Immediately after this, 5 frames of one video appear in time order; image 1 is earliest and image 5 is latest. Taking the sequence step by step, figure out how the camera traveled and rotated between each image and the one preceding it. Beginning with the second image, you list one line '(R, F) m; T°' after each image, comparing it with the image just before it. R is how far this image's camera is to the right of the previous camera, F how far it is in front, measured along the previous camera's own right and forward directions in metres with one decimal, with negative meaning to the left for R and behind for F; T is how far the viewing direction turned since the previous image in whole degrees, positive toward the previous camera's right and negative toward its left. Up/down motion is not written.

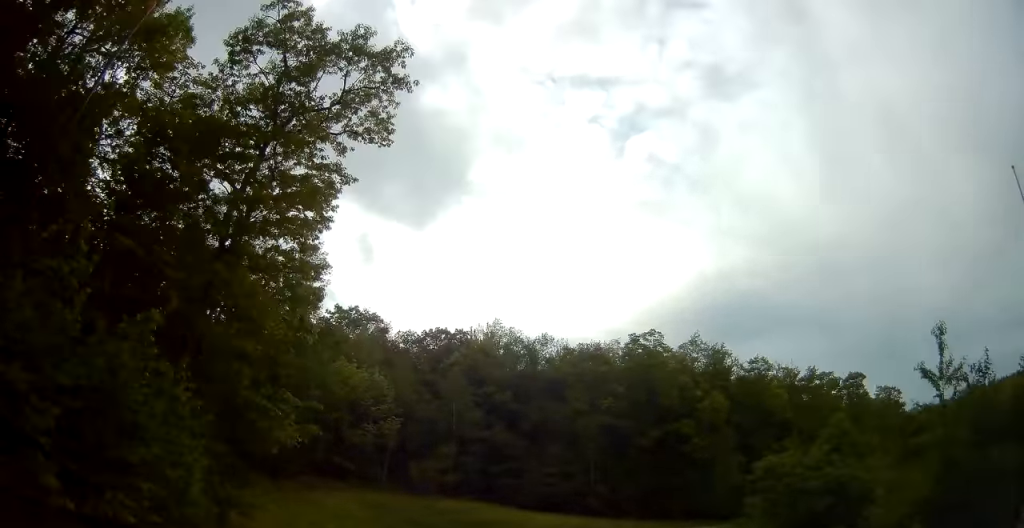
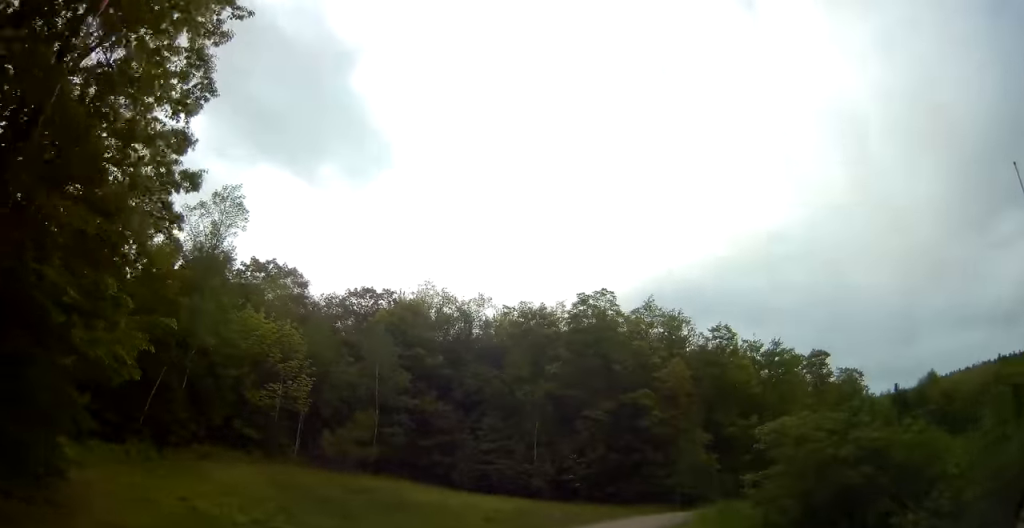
(+0.4, +8.4) m; +8°
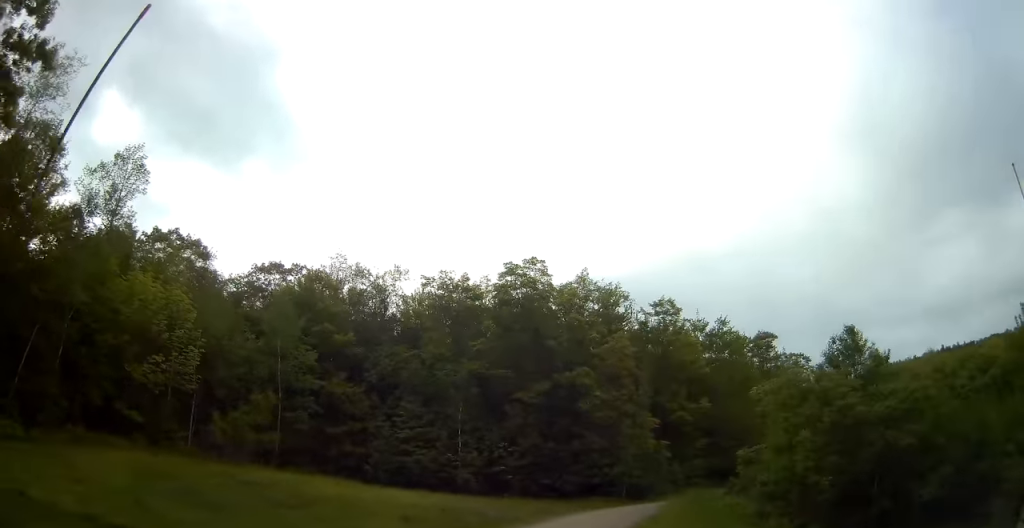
(+0.5, +6.9) m; +7°
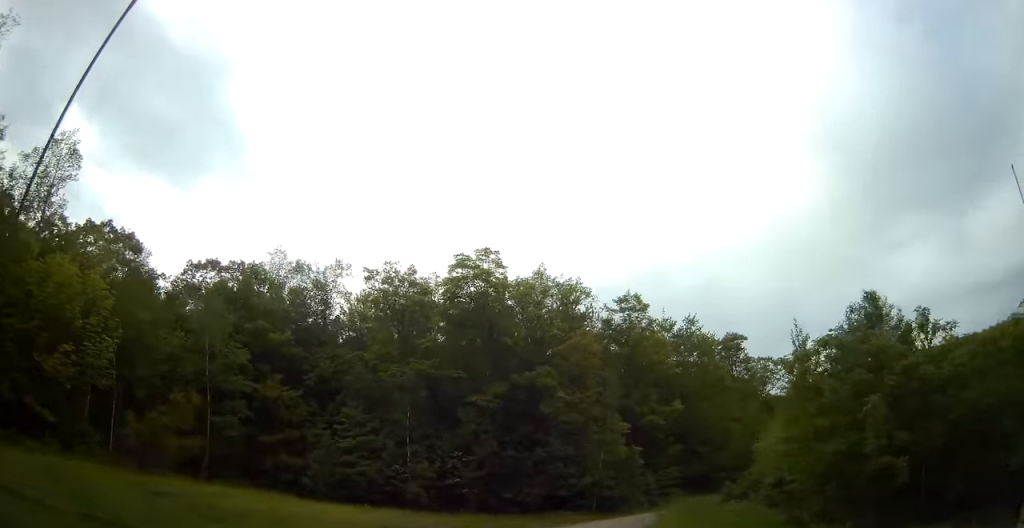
(+0.2, +5.1) m; +5°
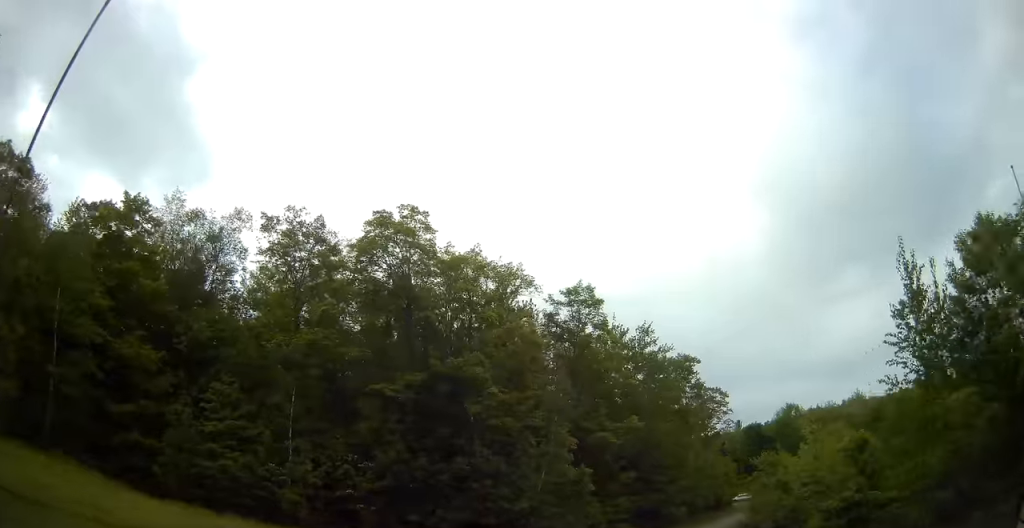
(+0.8, +9.9) m; +9°
